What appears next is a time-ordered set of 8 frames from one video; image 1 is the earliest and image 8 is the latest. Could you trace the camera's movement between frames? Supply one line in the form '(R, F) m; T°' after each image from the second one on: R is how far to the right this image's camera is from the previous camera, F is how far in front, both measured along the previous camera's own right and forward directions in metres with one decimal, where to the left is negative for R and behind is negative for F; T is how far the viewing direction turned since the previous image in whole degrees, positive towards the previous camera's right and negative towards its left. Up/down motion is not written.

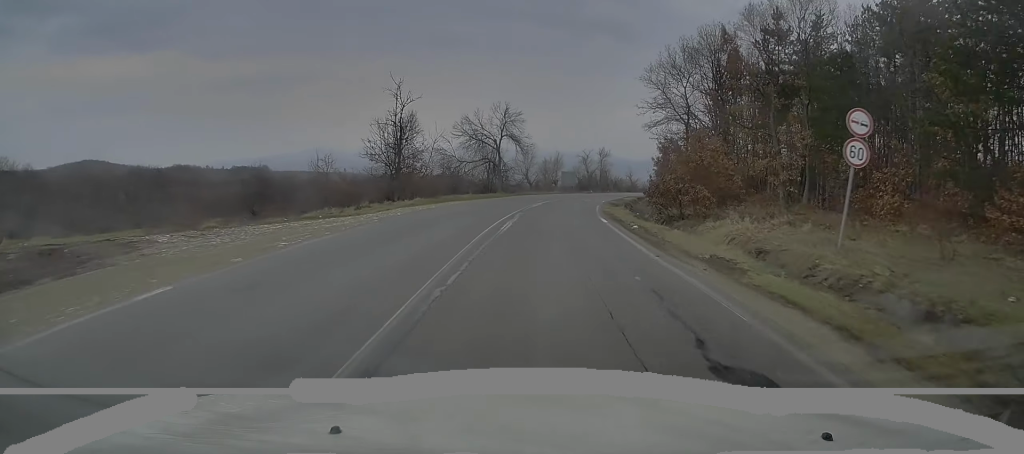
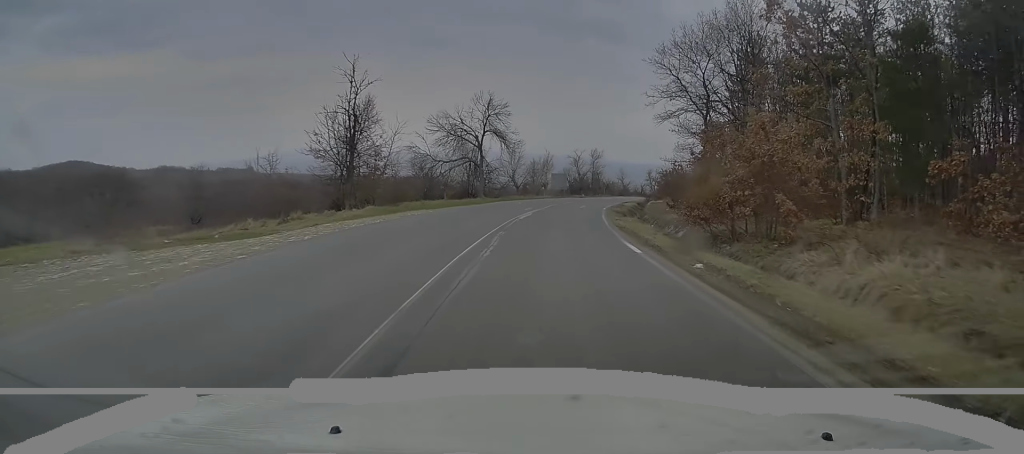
(+0.3, +8.2) m; +3°
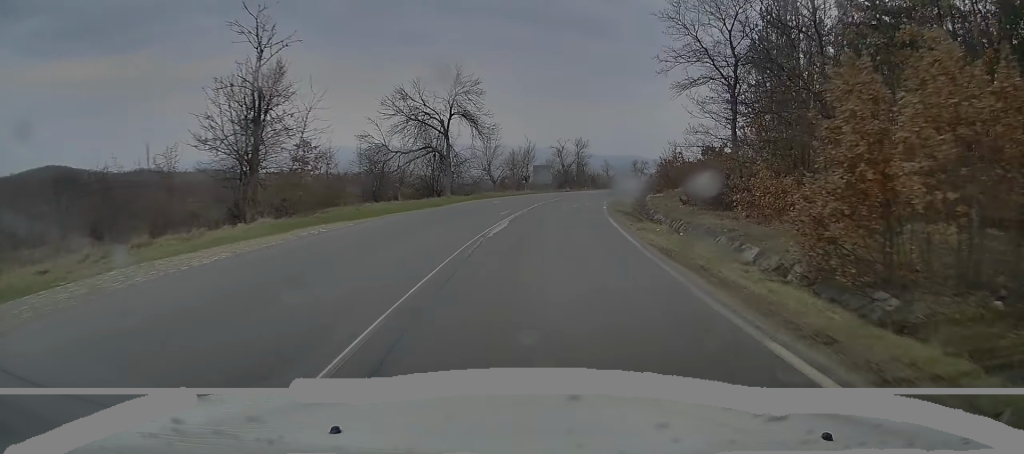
(+0.2, +9.3) m; +1°
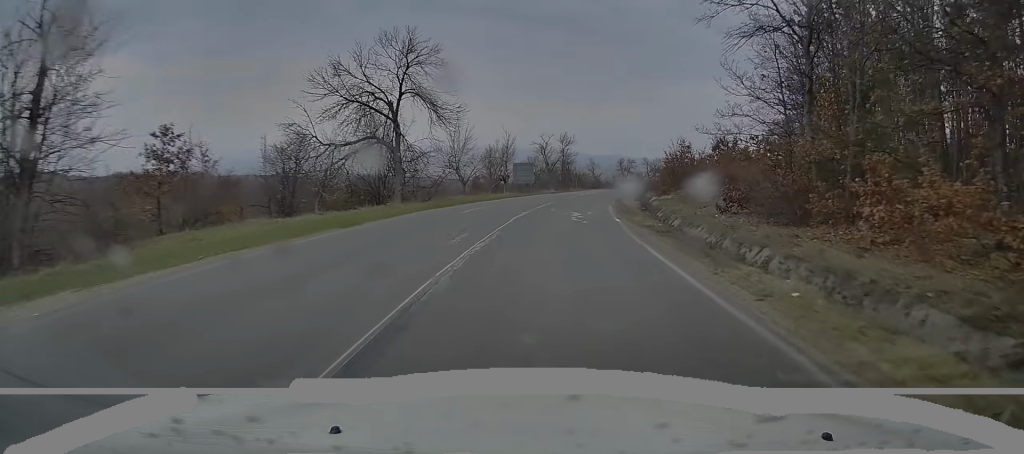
(0.0, +10.3) m; +1°
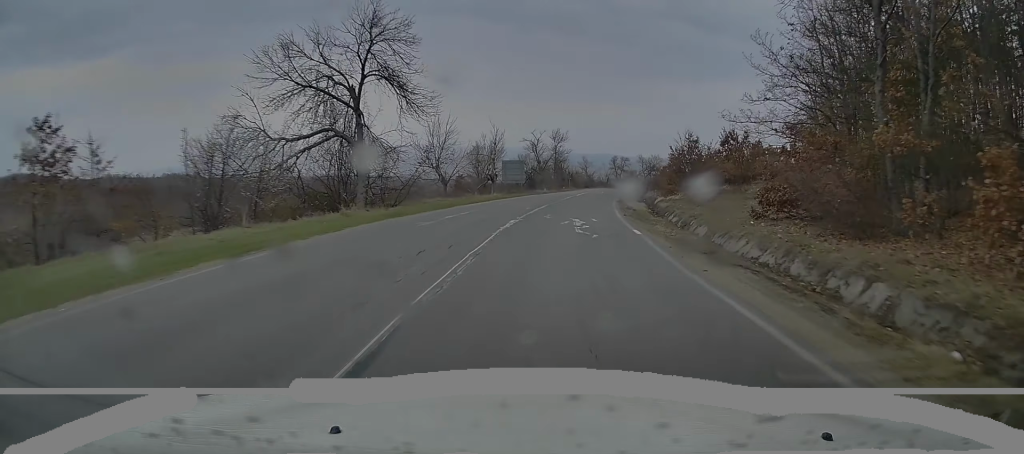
(-0.1, +5.2) m; +1°
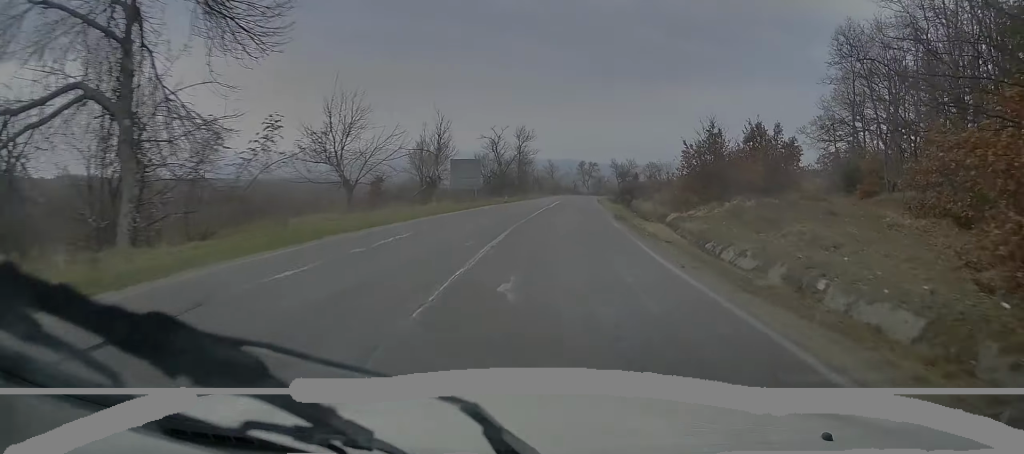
(+0.6, +13.8) m; +4°
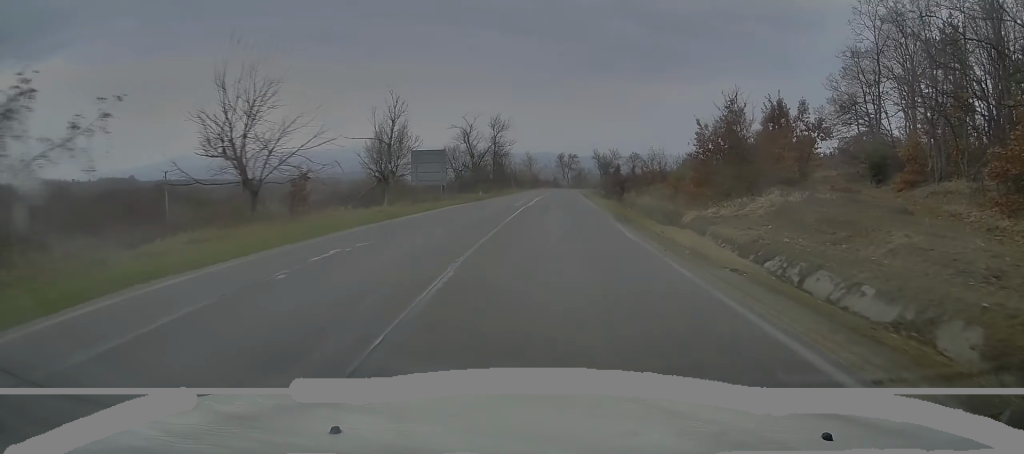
(0.0, +6.7) m; +2°
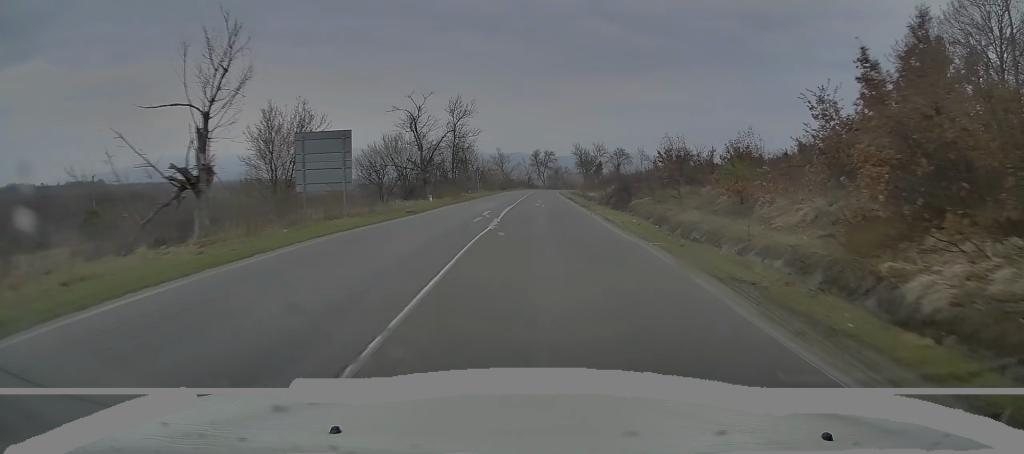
(+0.5, +15.3) m; +1°
